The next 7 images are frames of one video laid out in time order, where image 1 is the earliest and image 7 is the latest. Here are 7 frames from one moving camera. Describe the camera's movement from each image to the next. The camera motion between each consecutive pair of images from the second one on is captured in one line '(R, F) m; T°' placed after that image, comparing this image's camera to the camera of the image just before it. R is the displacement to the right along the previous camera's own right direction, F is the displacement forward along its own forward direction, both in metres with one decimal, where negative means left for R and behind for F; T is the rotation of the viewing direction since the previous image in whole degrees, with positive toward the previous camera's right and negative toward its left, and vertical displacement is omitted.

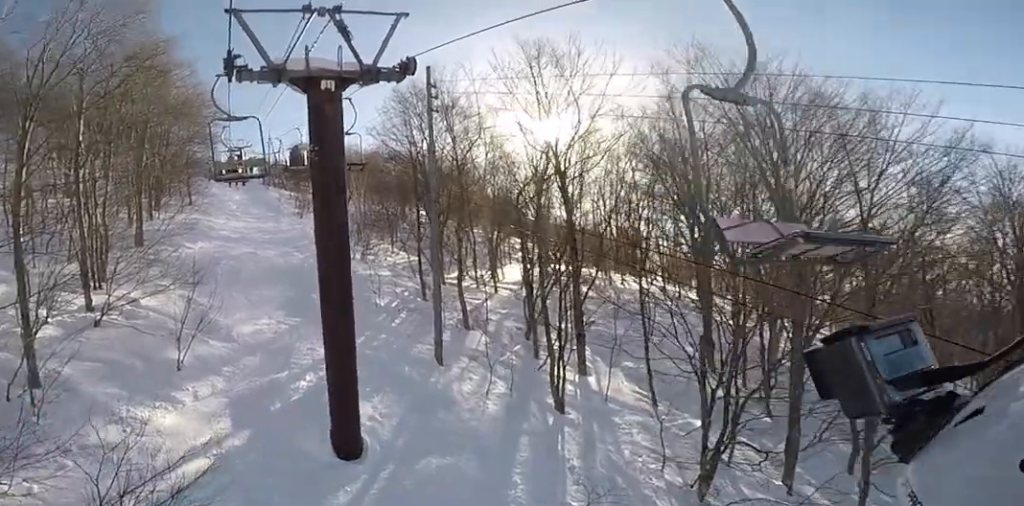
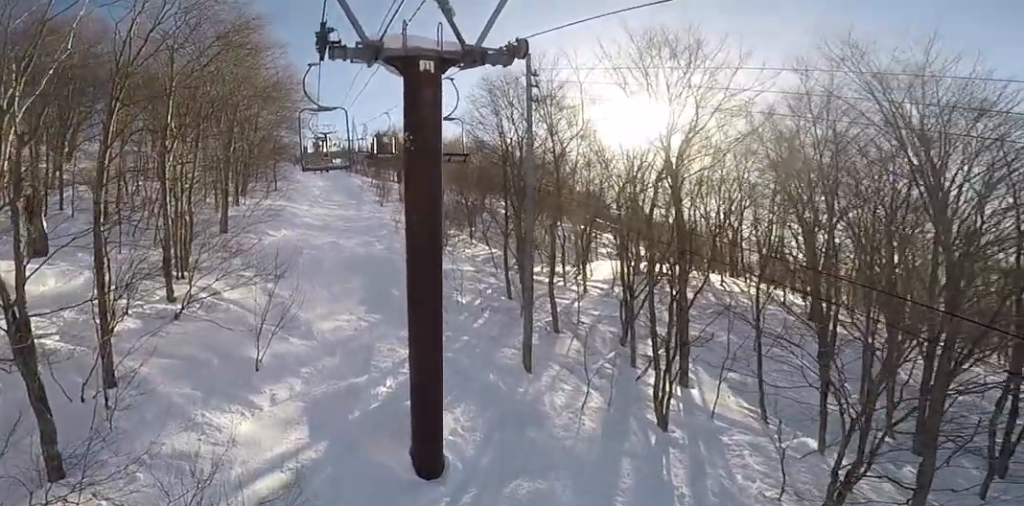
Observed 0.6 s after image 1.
(0.0, +1.2) m; 0°
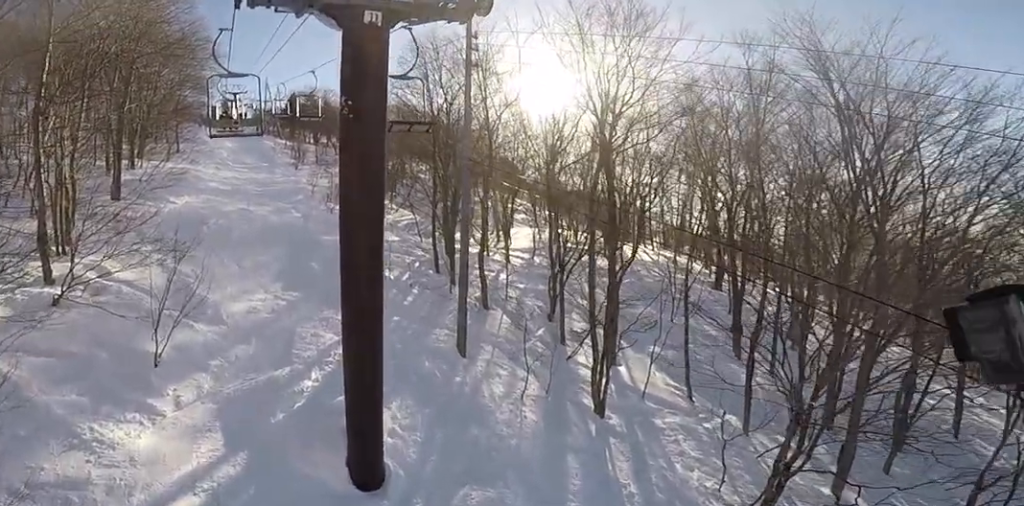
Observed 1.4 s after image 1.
(0.0, +1.5) m; 0°
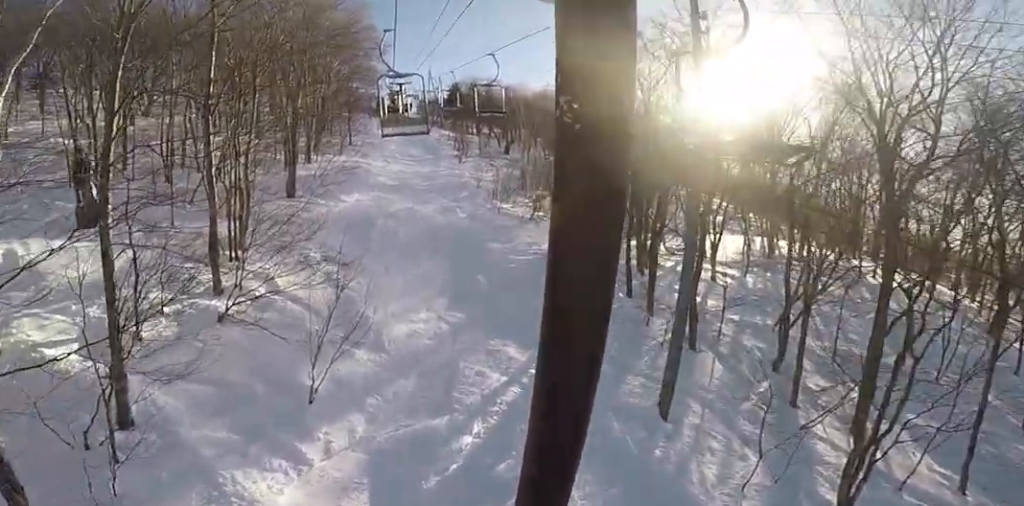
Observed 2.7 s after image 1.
(0.0, +2.4) m; 0°
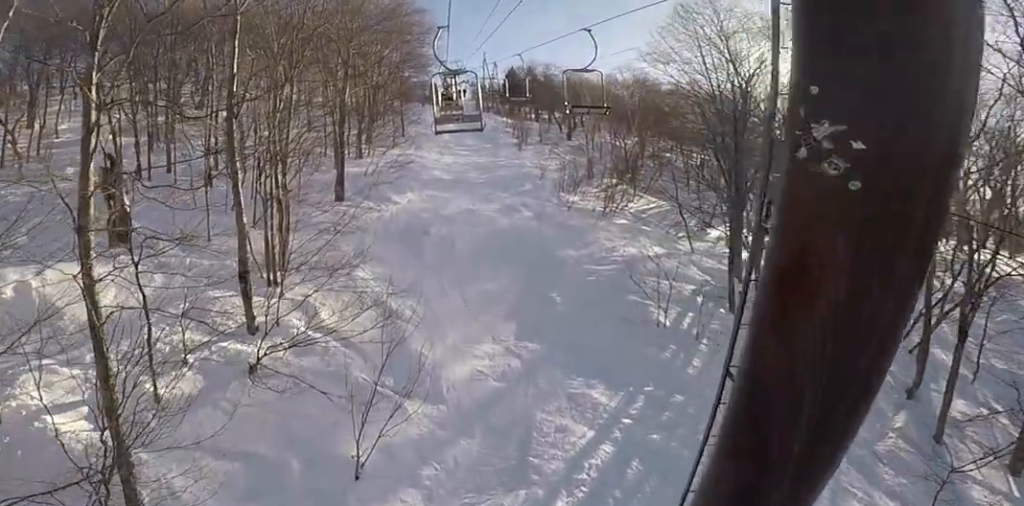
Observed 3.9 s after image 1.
(0.0, +2.3) m; 0°
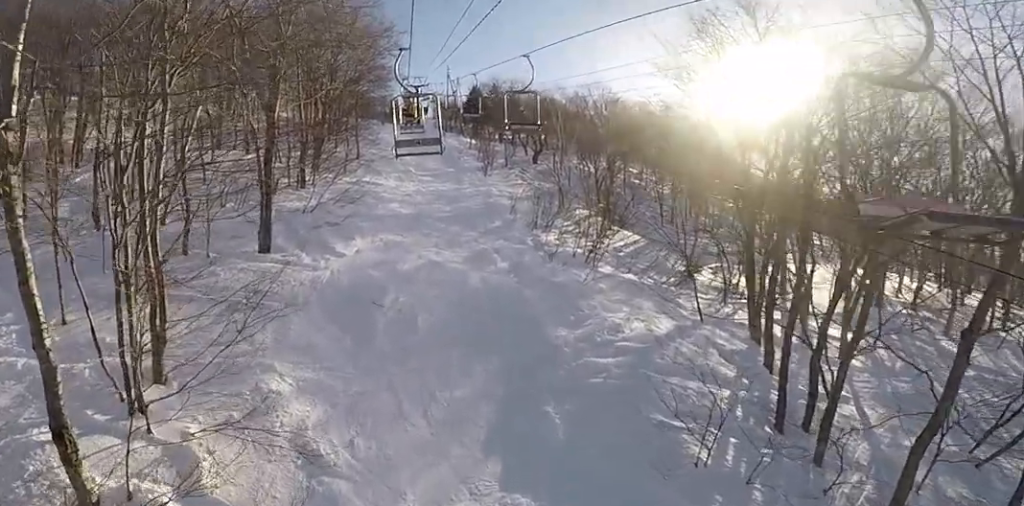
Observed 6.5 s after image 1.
(0.0, +4.9) m; 0°
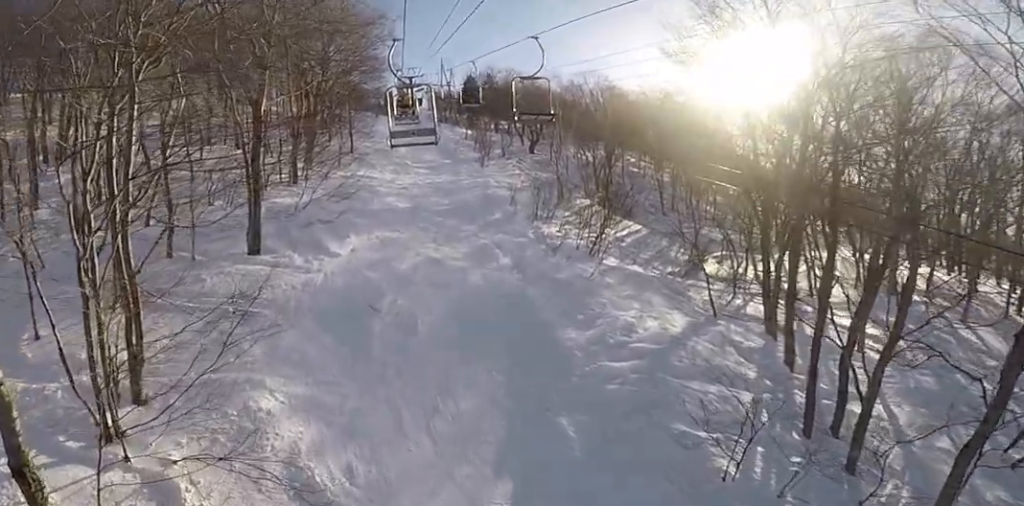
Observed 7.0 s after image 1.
(0.0, +0.8) m; 0°
